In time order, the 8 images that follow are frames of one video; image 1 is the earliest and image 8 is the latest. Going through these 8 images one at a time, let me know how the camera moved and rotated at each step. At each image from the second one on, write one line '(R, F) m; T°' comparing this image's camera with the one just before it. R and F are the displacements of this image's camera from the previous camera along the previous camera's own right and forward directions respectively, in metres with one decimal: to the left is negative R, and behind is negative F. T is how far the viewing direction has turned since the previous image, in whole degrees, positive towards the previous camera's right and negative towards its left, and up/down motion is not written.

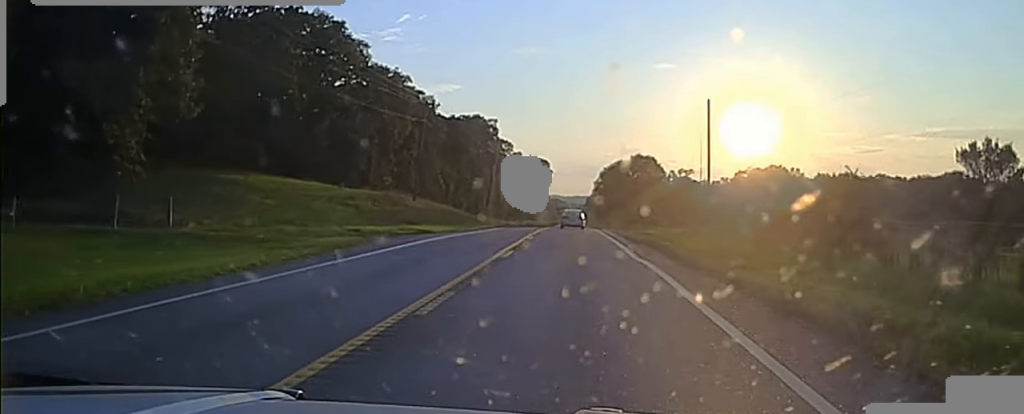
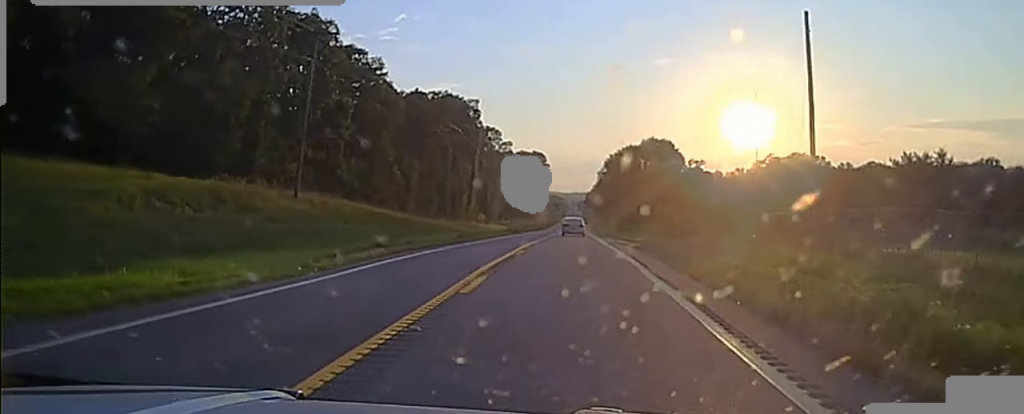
(+0.3, +32.1) m; 0°
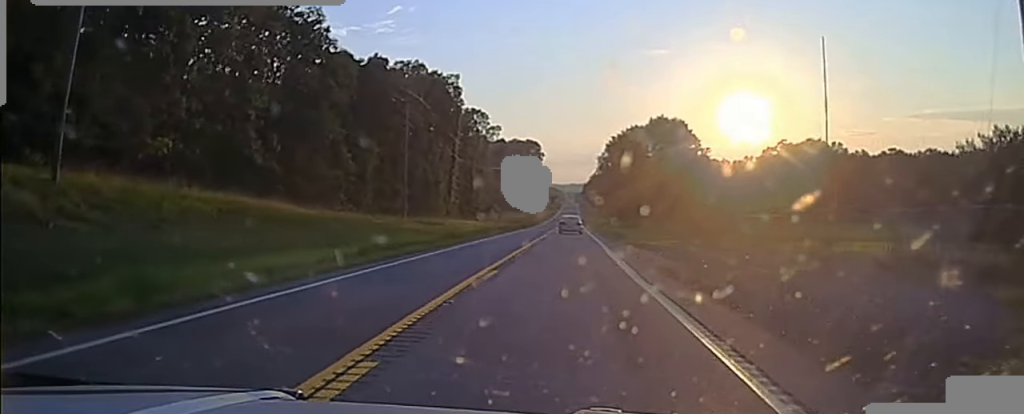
(-0.1, +21.4) m; 0°
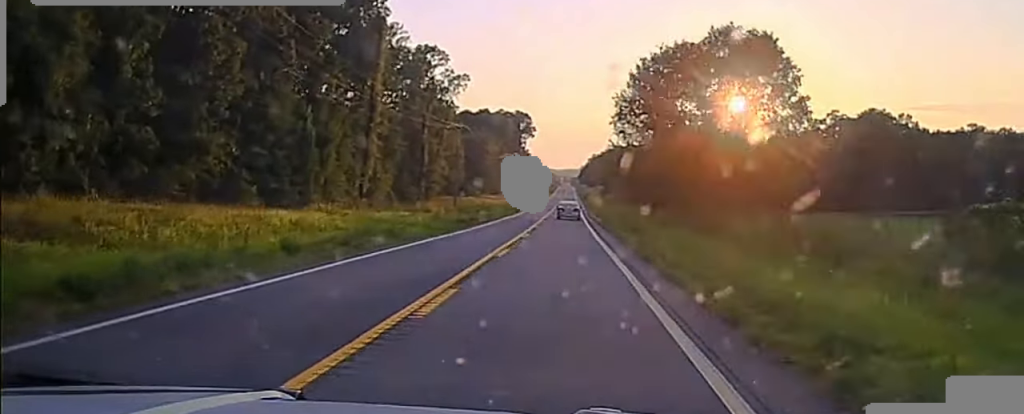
(+0.4, +58.5) m; 0°
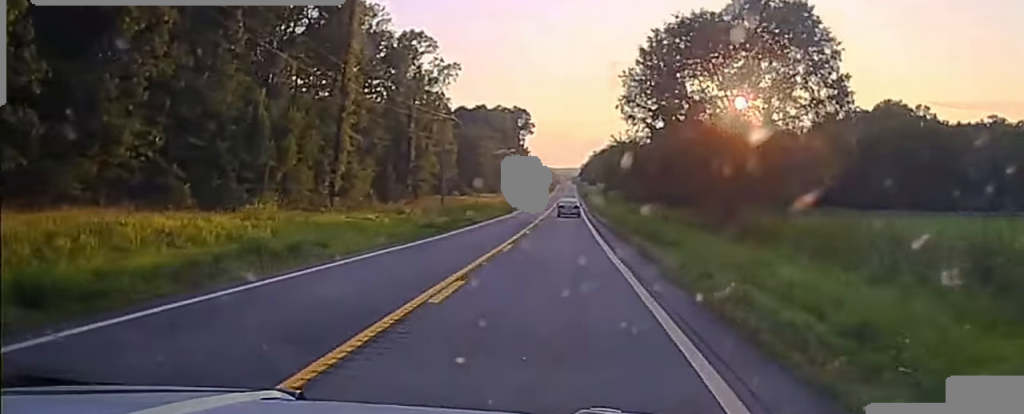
(0.0, +11.5) m; 0°
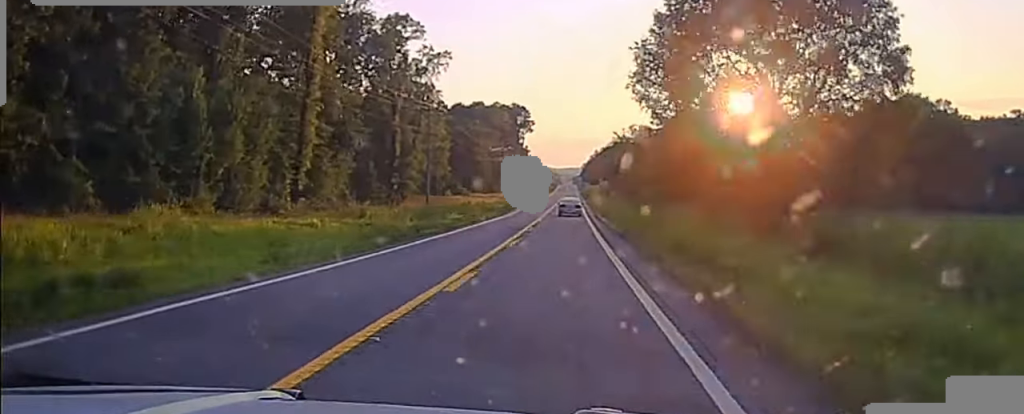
(0.0, +11.1) m; 0°
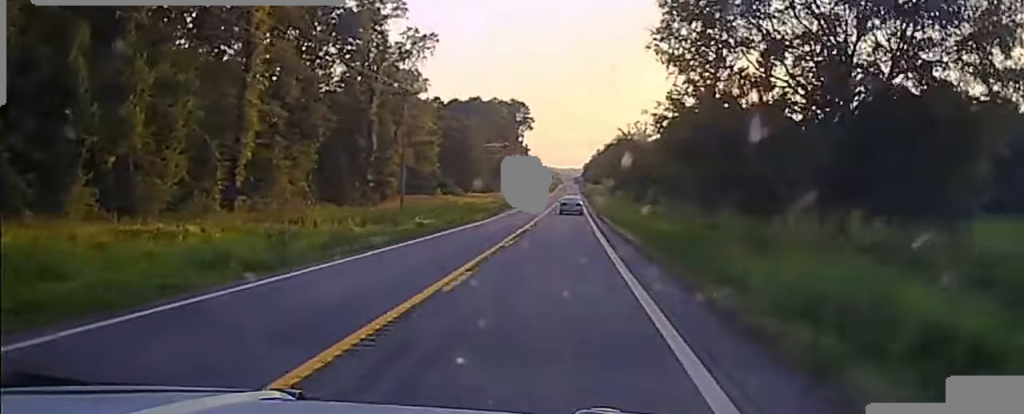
(0.0, +13.1) m; 0°
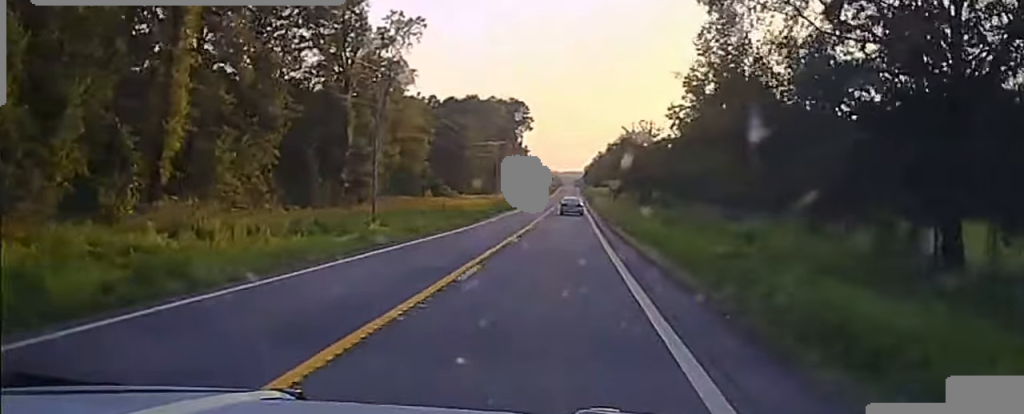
(0.0, +11.8) m; 0°
